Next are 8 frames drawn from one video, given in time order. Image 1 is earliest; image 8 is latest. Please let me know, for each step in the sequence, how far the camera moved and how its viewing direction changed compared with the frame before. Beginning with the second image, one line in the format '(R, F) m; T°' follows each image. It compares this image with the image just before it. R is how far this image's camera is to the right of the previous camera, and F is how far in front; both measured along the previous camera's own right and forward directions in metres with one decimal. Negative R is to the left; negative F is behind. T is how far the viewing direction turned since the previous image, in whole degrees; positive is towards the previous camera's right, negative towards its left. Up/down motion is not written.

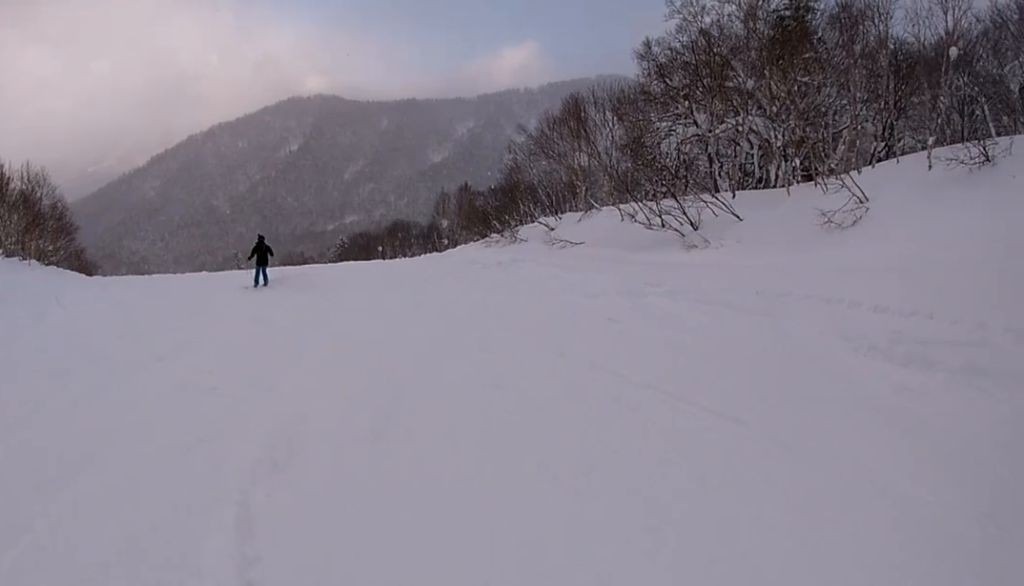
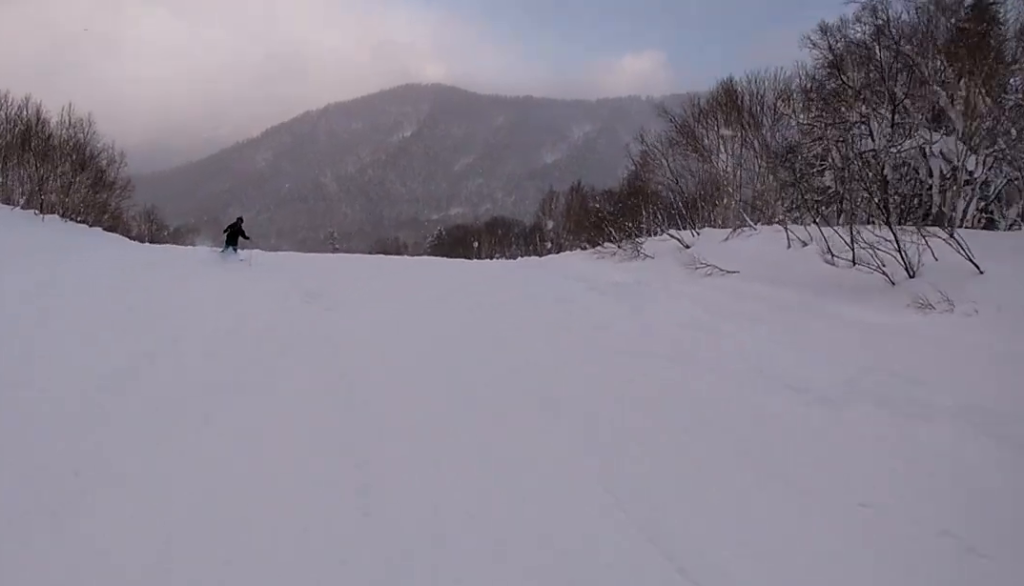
(-0.6, +6.7) m; -12°
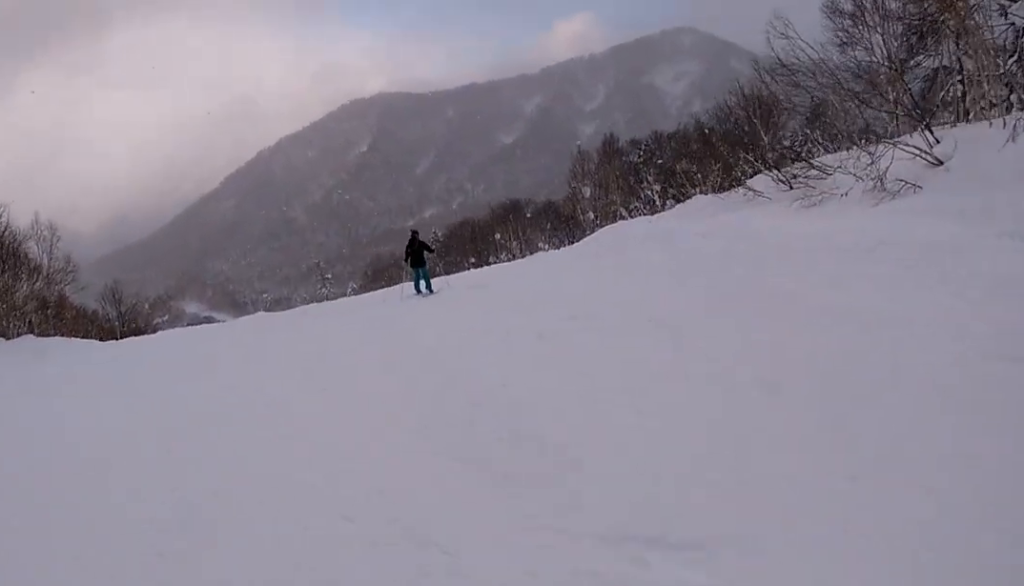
(-1.1, +11.0) m; +9°
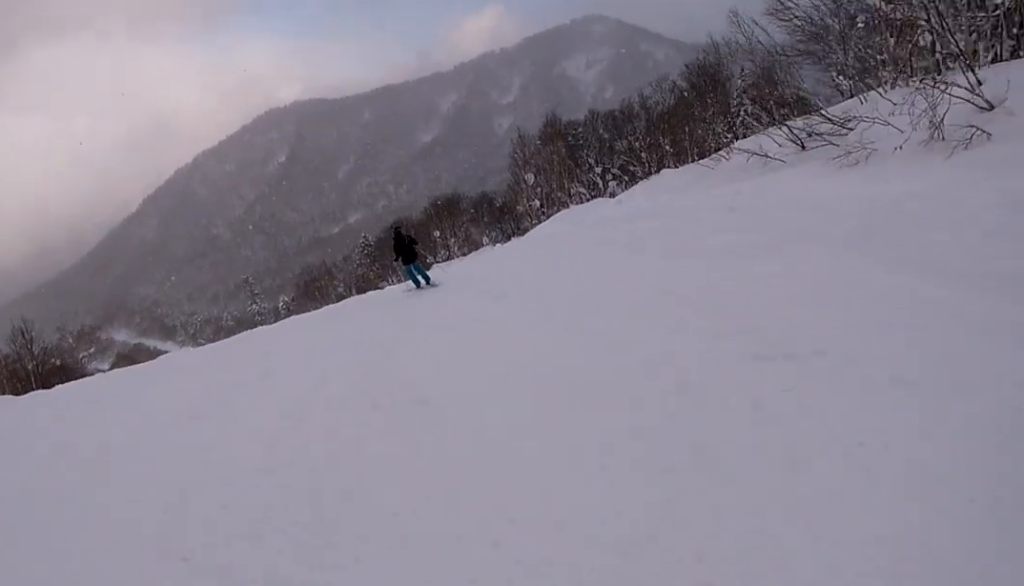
(+0.9, +3.3) m; +11°
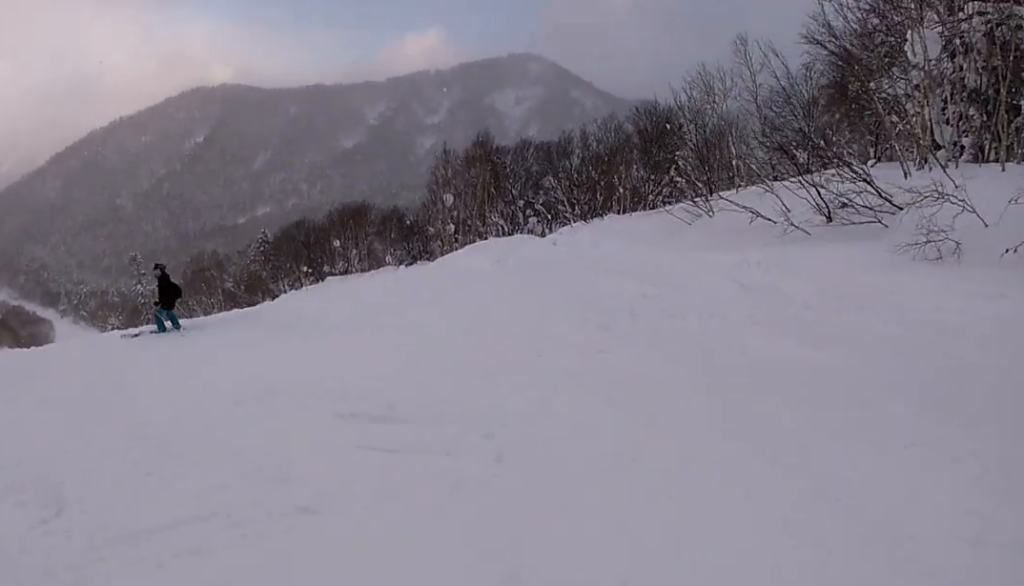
(+0.5, +4.7) m; -4°
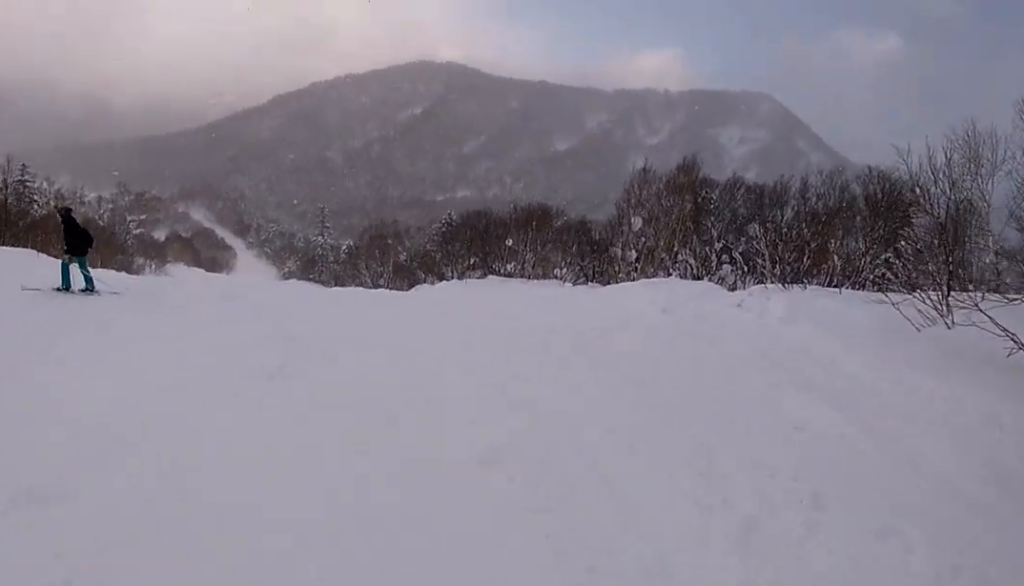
(-0.4, +3.1) m; -20°
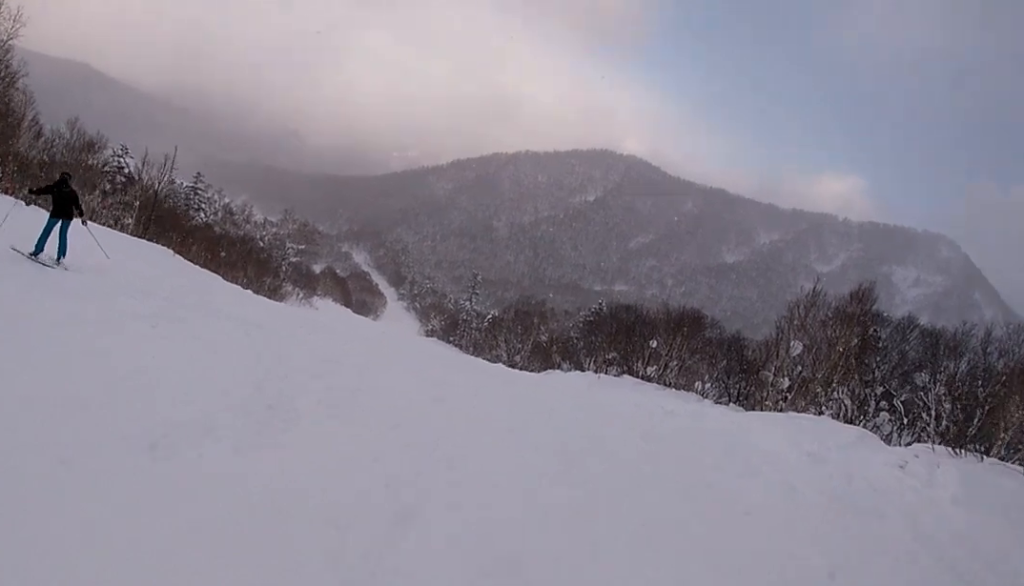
(-0.1, +2.2) m; -21°
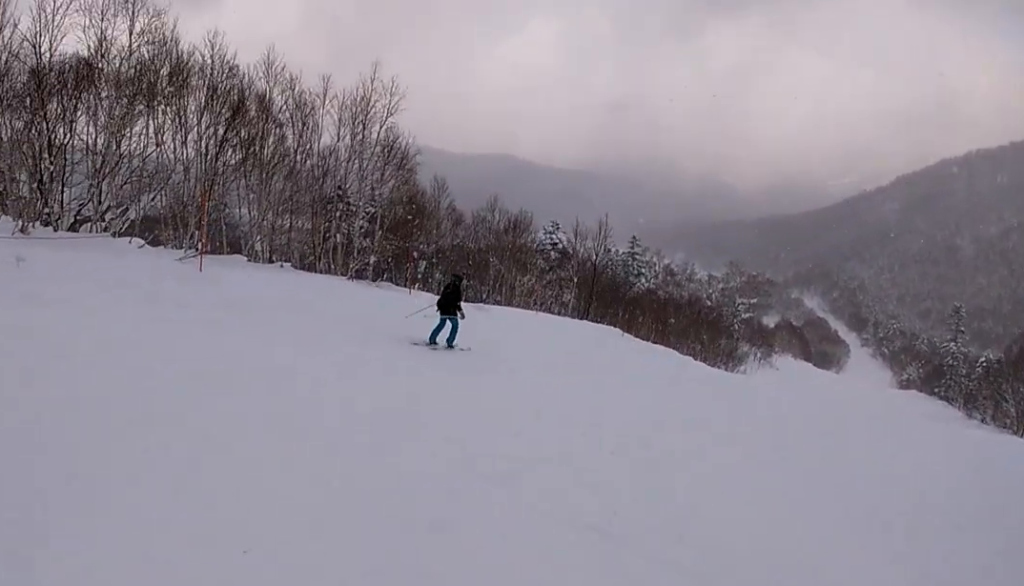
(-3.8, +5.6) m; -36°
